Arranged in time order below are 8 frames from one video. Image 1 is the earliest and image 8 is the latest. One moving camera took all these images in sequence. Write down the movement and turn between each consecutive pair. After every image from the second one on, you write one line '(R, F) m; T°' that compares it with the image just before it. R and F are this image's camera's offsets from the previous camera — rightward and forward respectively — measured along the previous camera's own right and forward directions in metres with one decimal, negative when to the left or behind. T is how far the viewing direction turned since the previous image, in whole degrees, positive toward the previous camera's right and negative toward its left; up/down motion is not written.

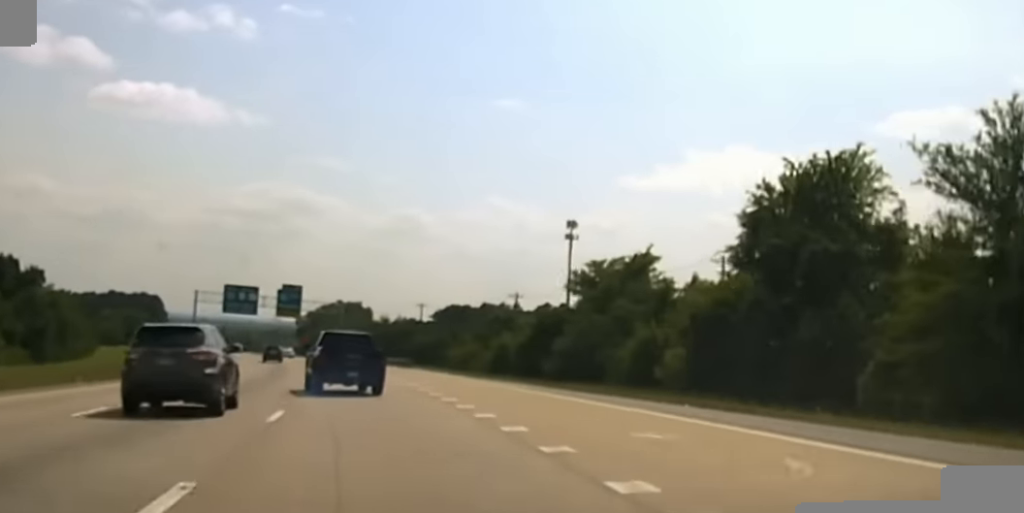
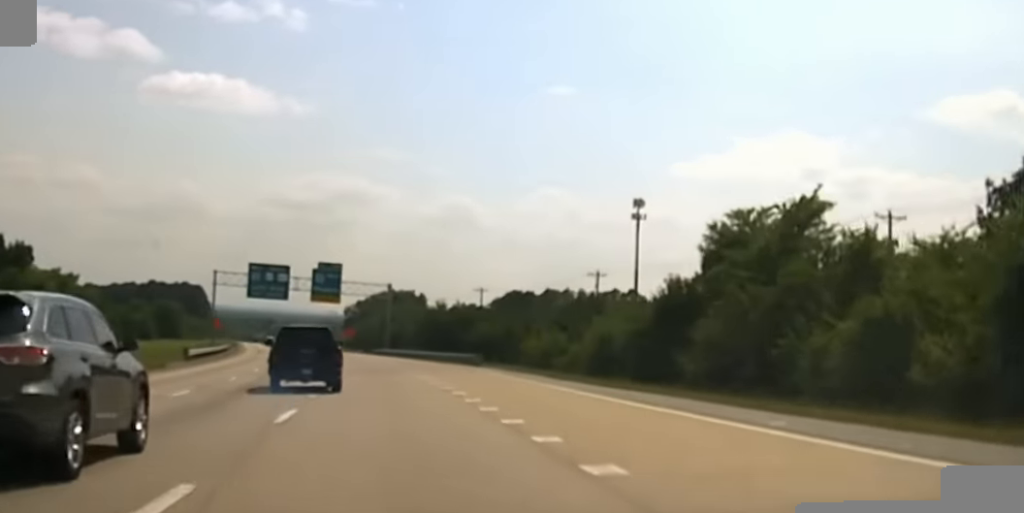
(-1.4, +23.9) m; -3°
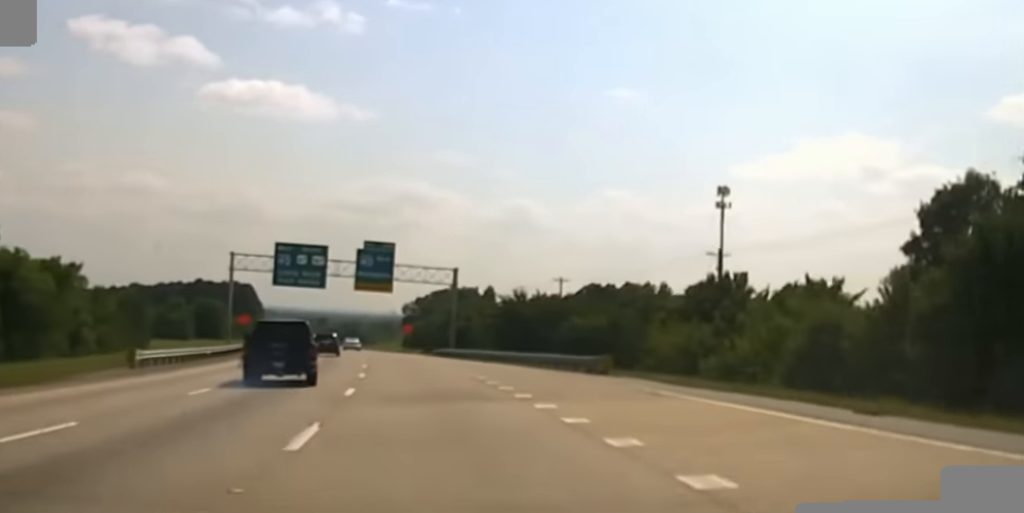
(-1.5, +26.4) m; -3°
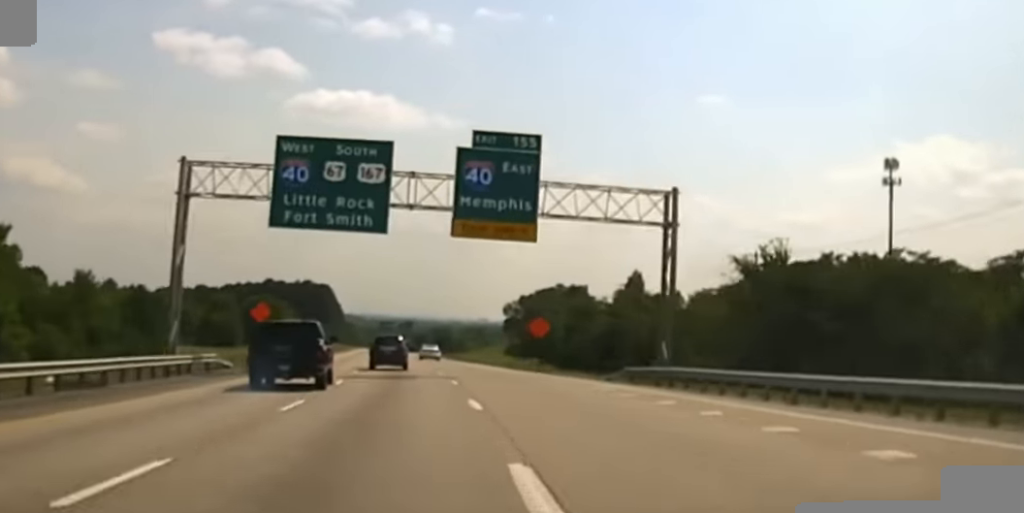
(-0.4, +53.3) m; 0°
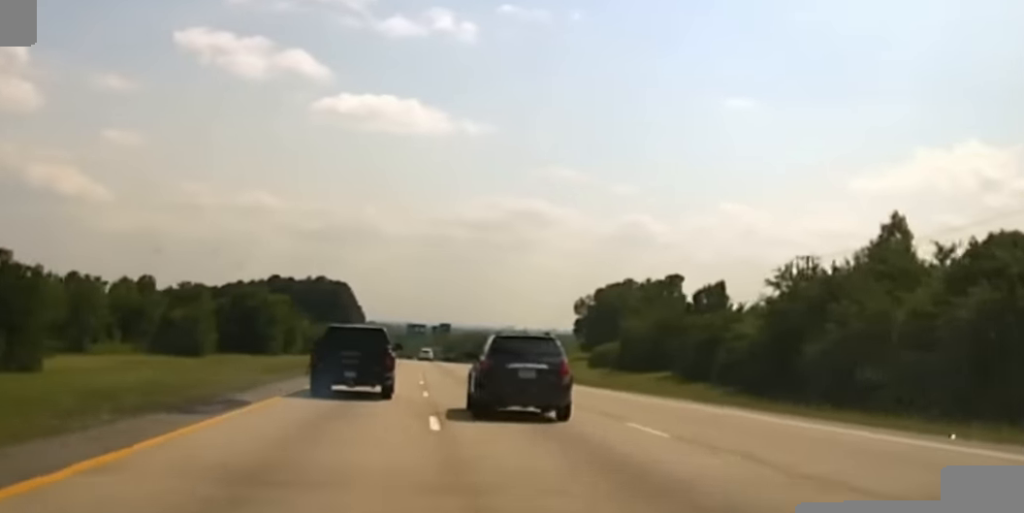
(0.0, +67.3) m; 0°
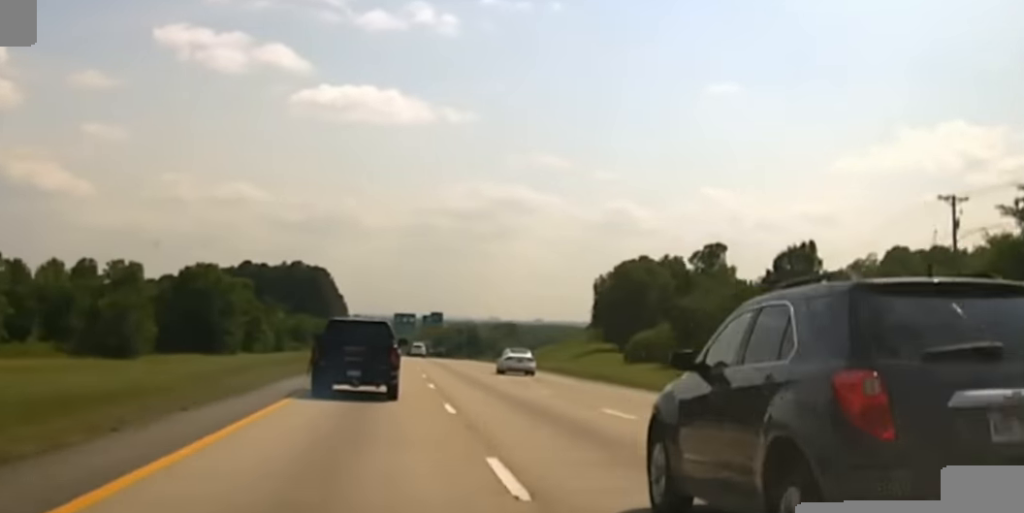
(0.0, +32.2) m; 0°
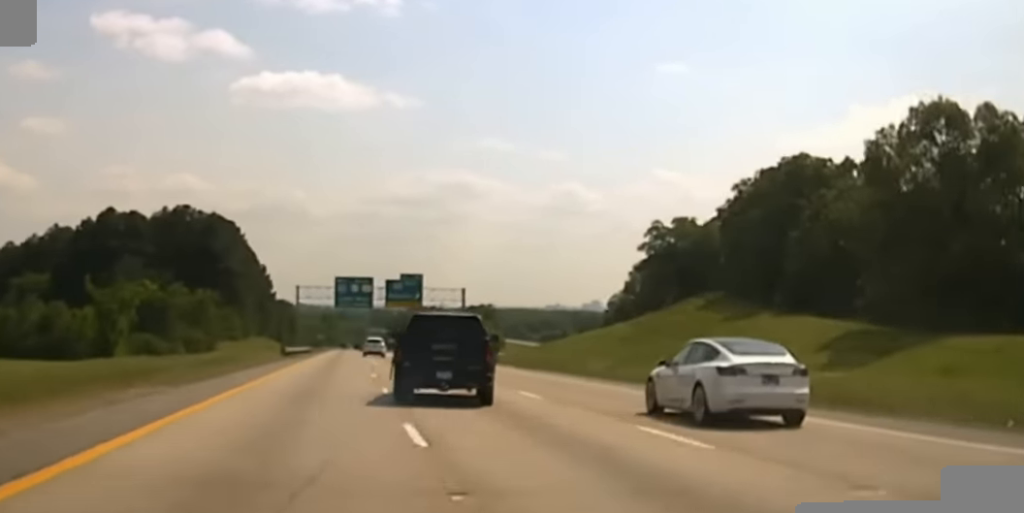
(-0.1, +102.9) m; 0°
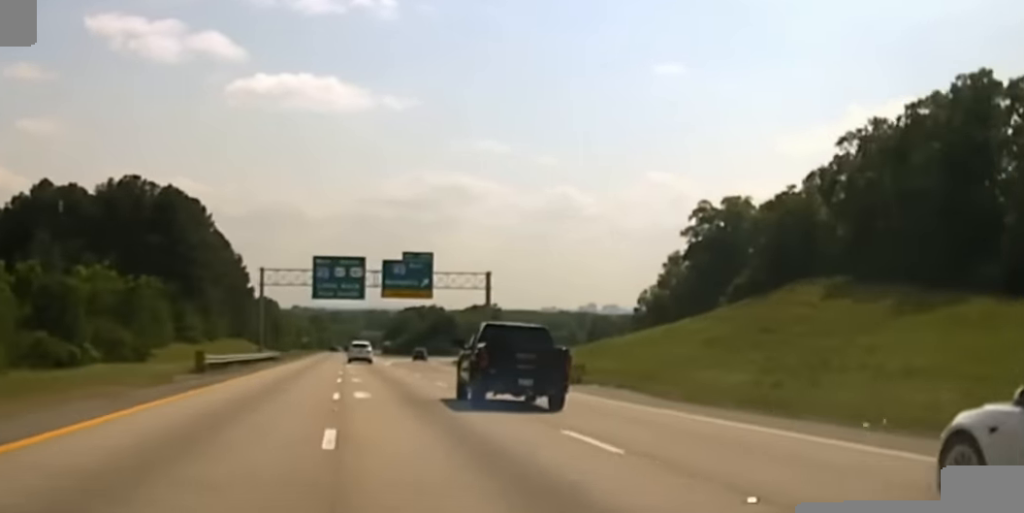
(0.0, +35.9) m; 0°
